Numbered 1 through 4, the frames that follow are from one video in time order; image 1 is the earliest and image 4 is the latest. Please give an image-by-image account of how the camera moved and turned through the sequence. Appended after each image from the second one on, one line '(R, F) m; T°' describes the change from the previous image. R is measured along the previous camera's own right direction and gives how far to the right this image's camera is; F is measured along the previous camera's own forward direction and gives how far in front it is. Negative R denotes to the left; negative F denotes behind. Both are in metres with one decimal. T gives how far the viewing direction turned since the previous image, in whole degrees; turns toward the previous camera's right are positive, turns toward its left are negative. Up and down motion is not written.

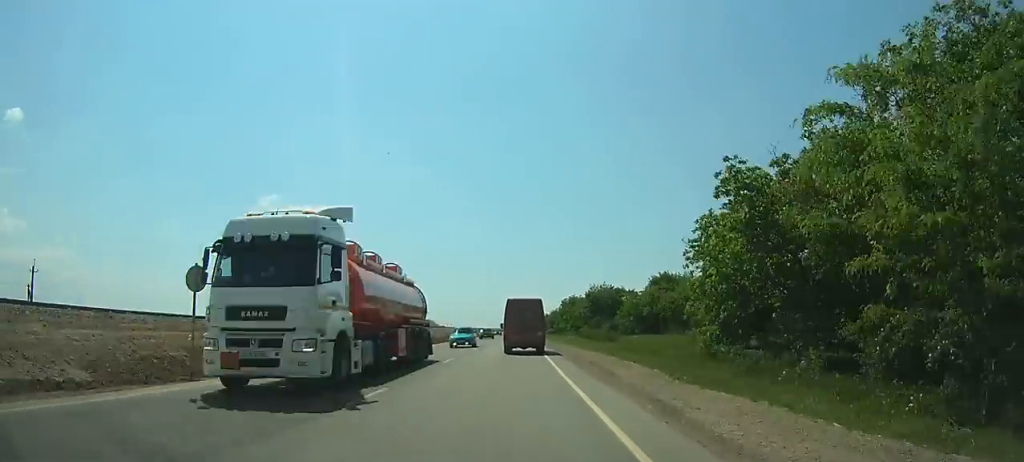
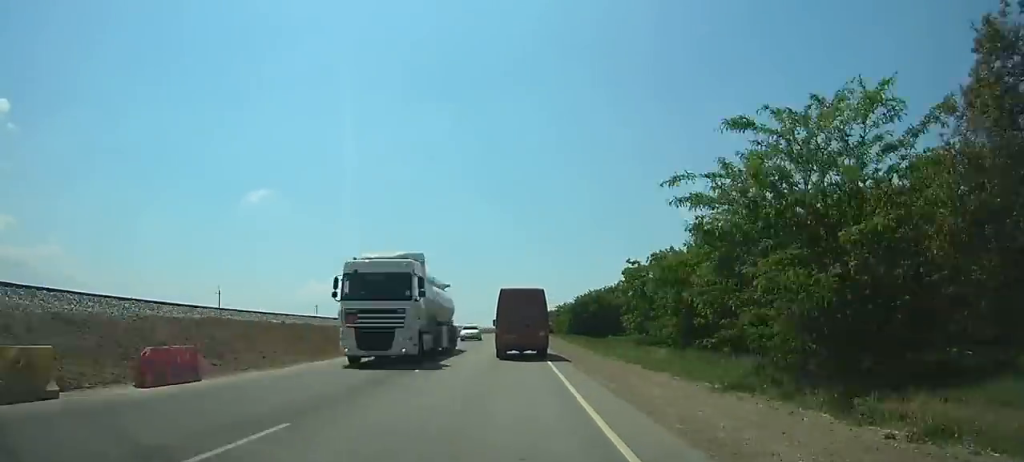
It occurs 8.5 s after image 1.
(-1.1, +172.7) m; 0°
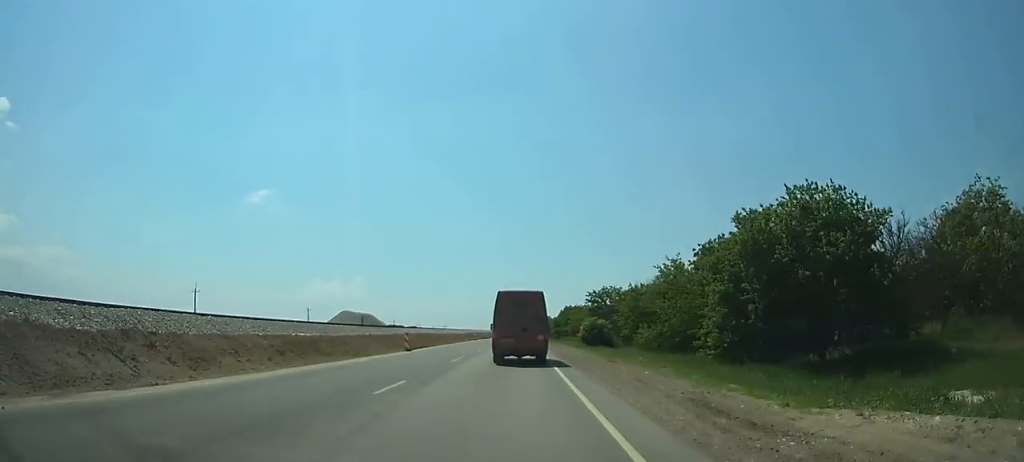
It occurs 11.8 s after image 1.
(+0.1, +65.7) m; 0°
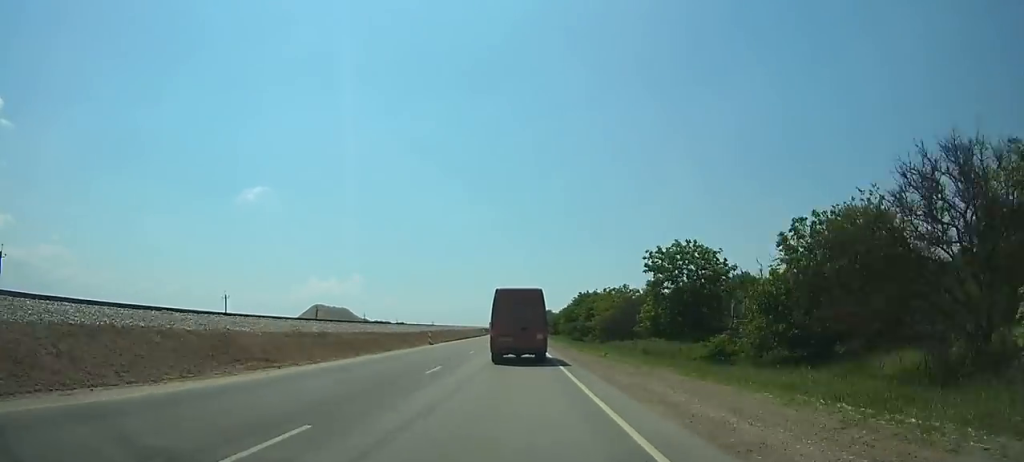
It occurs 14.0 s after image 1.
(0.0, +43.3) m; 0°
